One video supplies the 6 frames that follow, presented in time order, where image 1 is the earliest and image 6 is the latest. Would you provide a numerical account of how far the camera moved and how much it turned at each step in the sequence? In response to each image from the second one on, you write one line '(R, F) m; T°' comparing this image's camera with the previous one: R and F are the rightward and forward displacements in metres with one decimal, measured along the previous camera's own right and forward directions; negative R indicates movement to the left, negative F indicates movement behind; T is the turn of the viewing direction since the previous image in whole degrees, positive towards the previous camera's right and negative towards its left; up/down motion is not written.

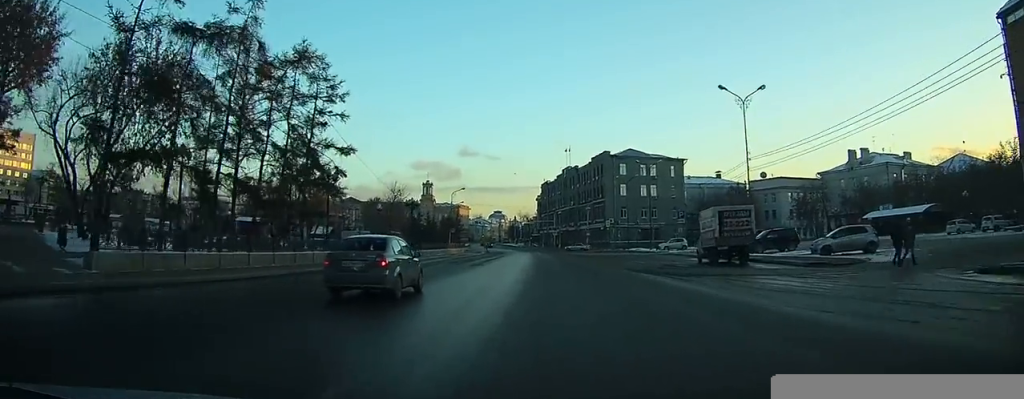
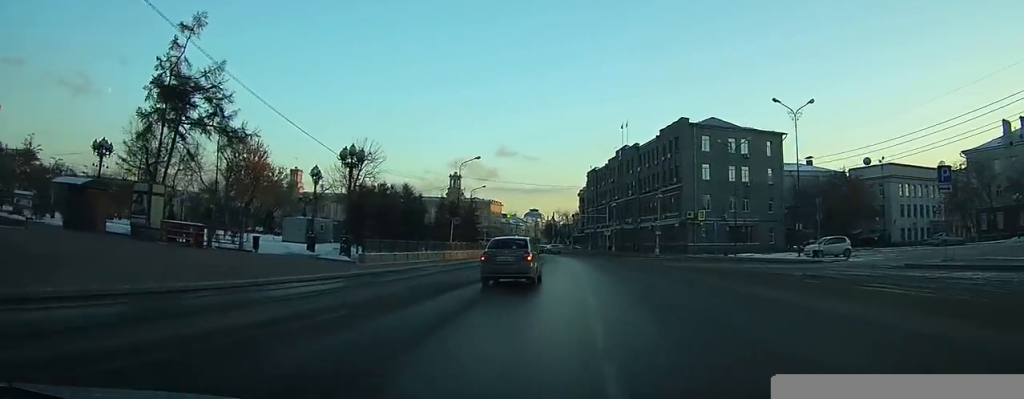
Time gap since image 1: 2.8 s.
(-1.0, +34.3) m; -4°
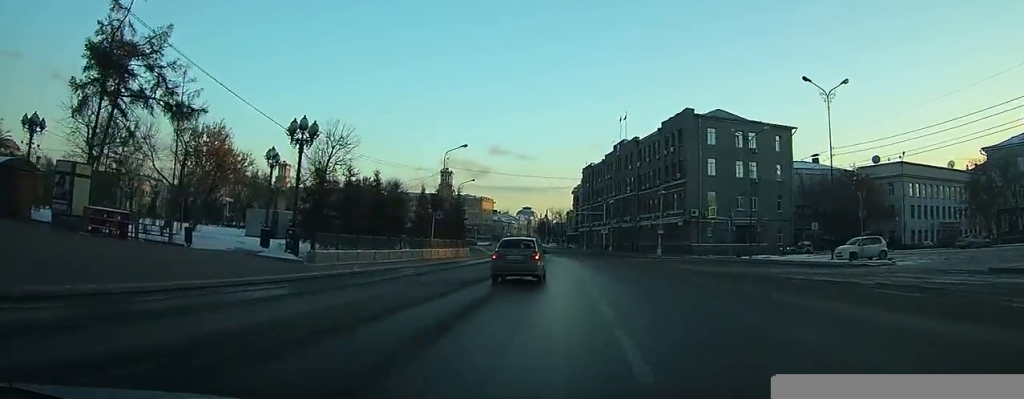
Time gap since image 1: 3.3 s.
(0.0, +6.4) m; 0°
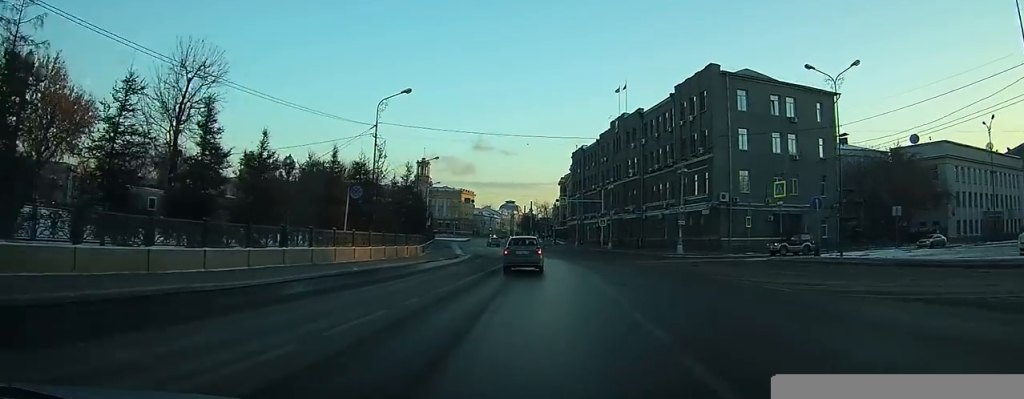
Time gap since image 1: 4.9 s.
(+0.1, +19.2) m; 0°
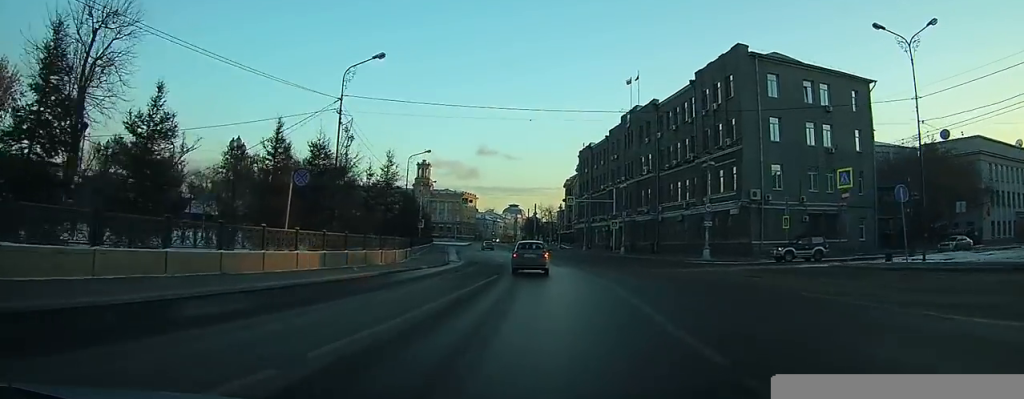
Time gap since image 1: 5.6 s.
(0.0, +7.6) m; 0°
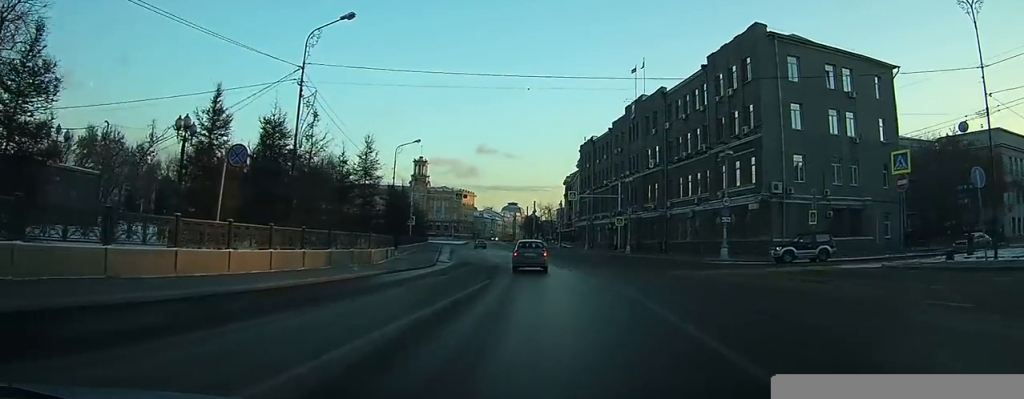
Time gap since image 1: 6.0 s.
(0.0, +4.9) m; 0°
